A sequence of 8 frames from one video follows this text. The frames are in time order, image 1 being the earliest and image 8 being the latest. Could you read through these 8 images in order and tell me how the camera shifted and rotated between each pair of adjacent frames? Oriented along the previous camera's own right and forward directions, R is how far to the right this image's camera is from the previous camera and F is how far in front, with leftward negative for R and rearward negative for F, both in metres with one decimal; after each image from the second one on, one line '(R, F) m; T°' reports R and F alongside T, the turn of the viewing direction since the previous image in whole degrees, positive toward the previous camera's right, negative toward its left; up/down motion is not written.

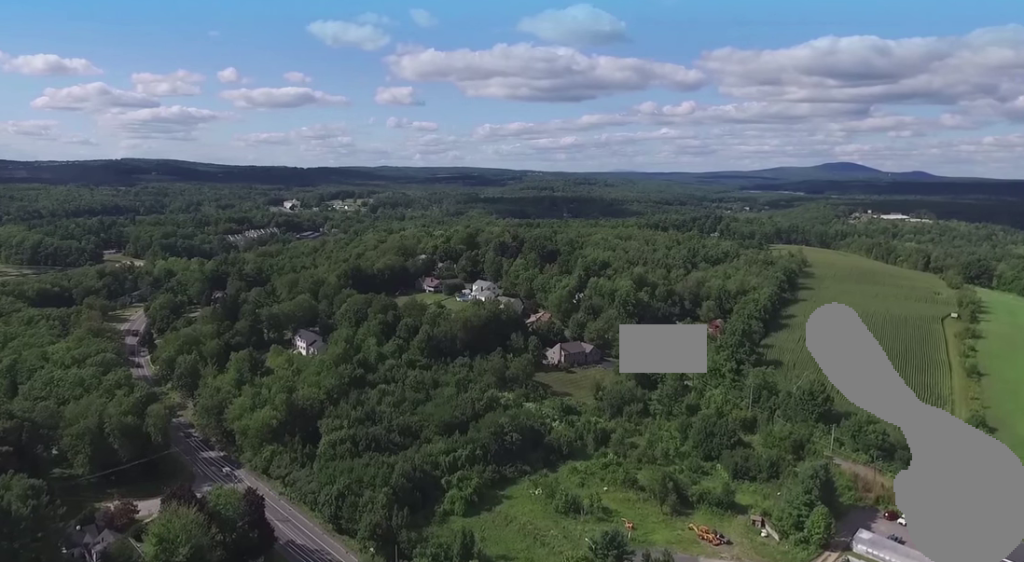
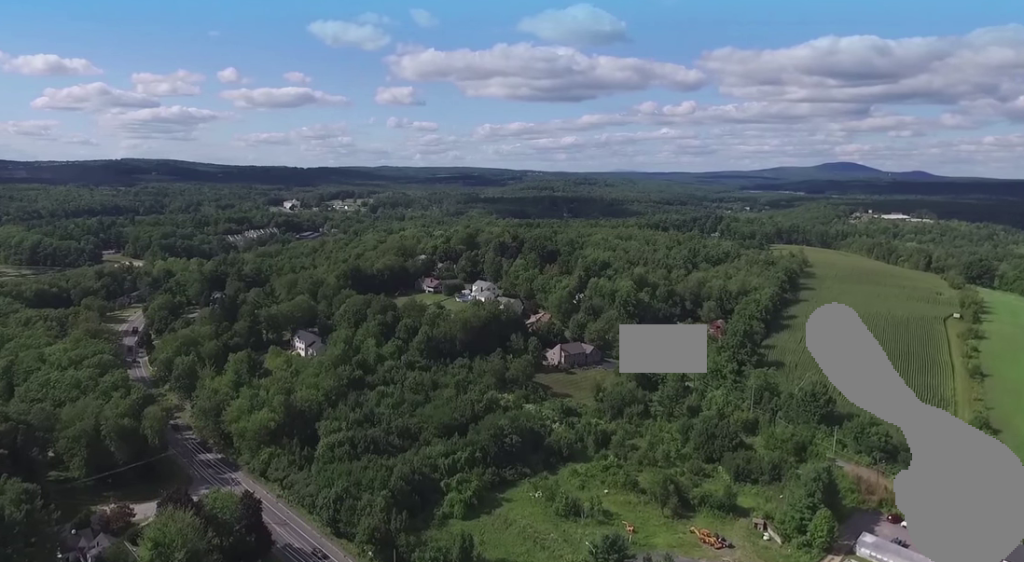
(0.0, +1.7) m; 0°
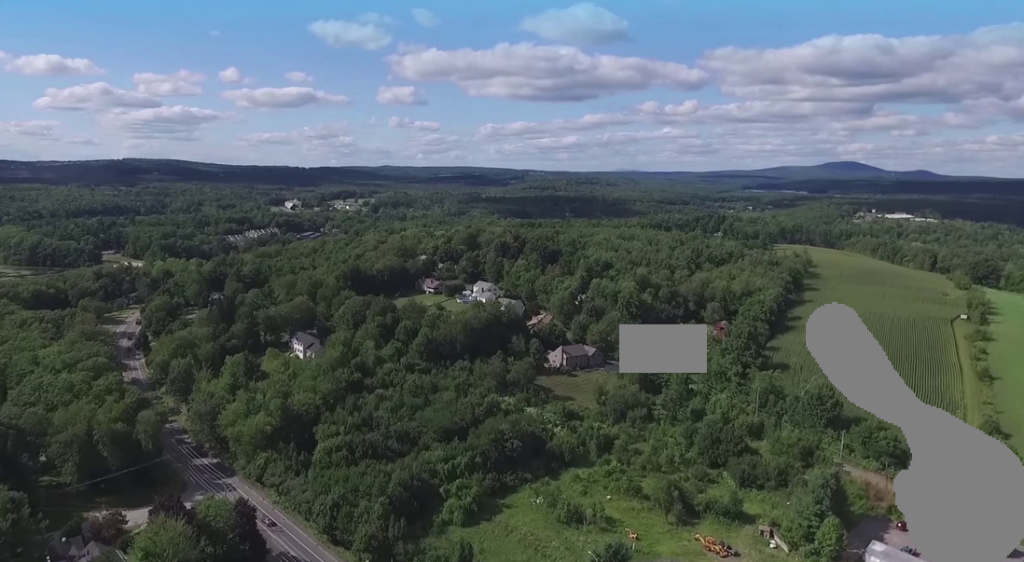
(0.0, +4.2) m; 0°
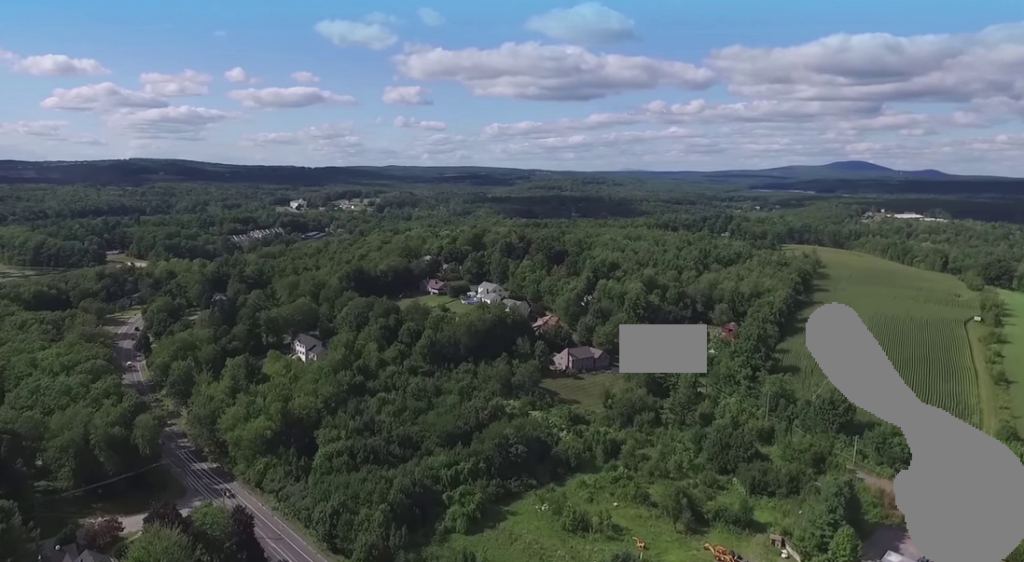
(0.0, +4.2) m; 0°
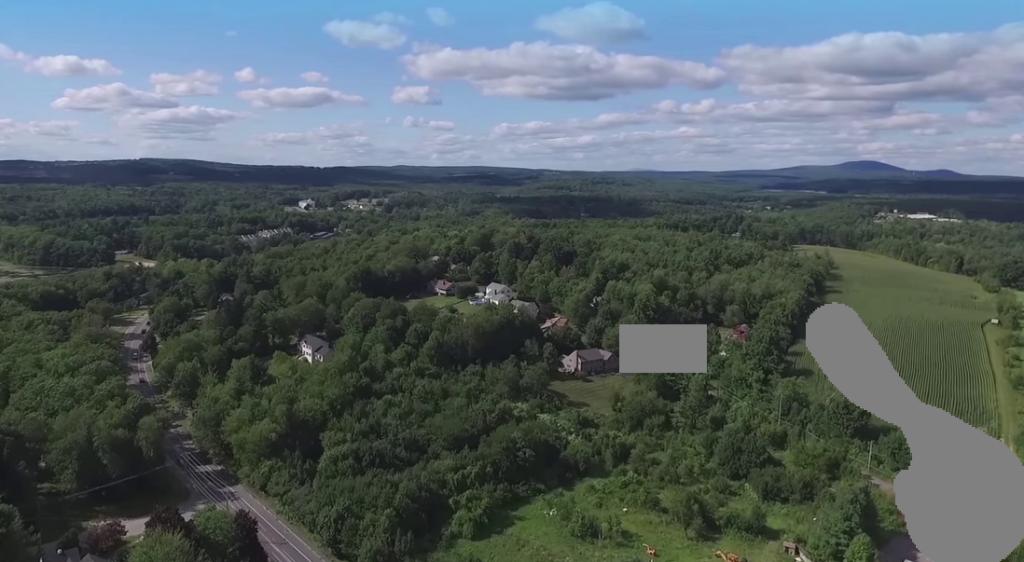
(0.0, +2.7) m; +1°
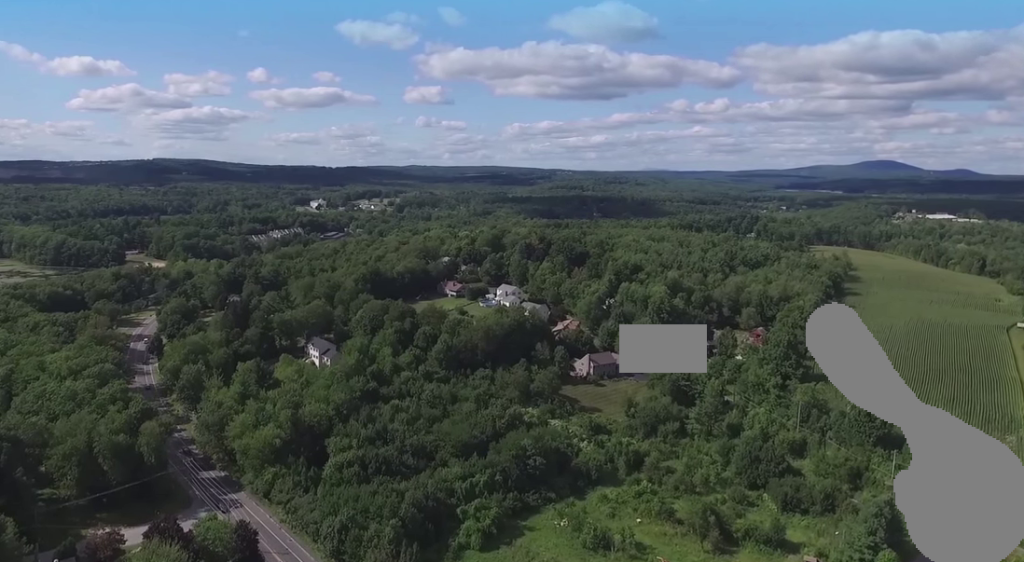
(+0.1, +5.2) m; 0°
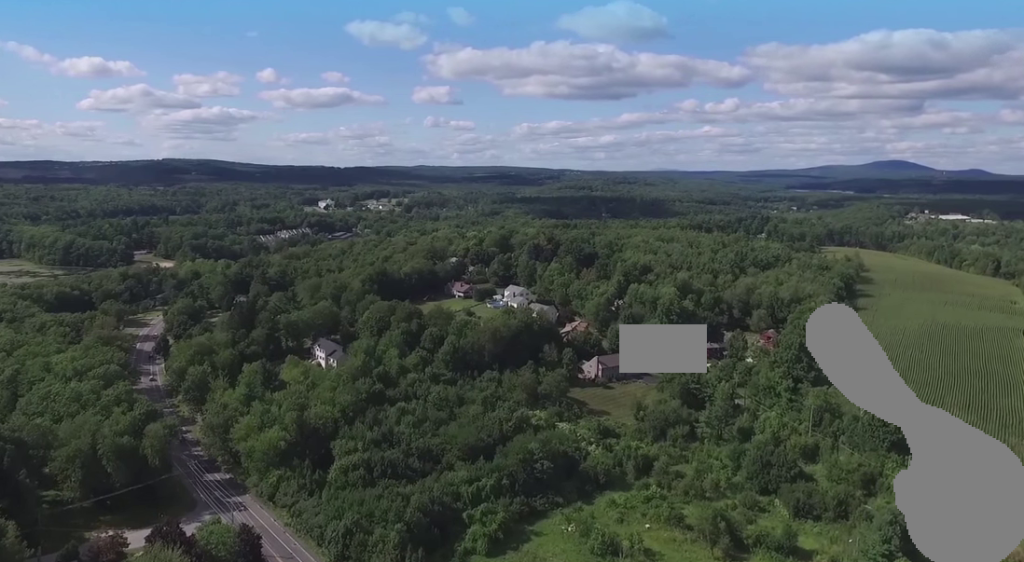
(0.0, +2.2) m; -1°
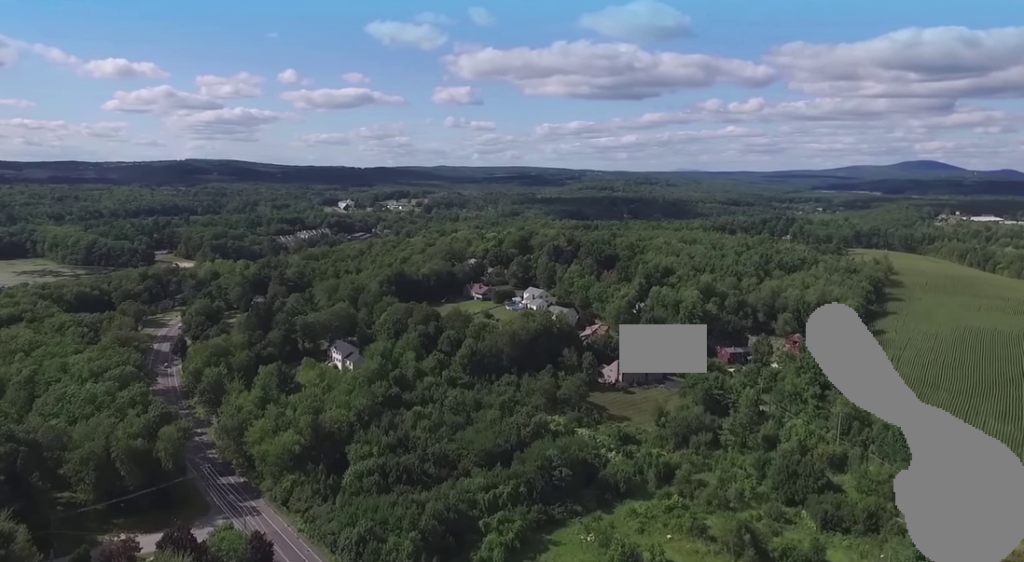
(0.0, +3.3) m; -1°
